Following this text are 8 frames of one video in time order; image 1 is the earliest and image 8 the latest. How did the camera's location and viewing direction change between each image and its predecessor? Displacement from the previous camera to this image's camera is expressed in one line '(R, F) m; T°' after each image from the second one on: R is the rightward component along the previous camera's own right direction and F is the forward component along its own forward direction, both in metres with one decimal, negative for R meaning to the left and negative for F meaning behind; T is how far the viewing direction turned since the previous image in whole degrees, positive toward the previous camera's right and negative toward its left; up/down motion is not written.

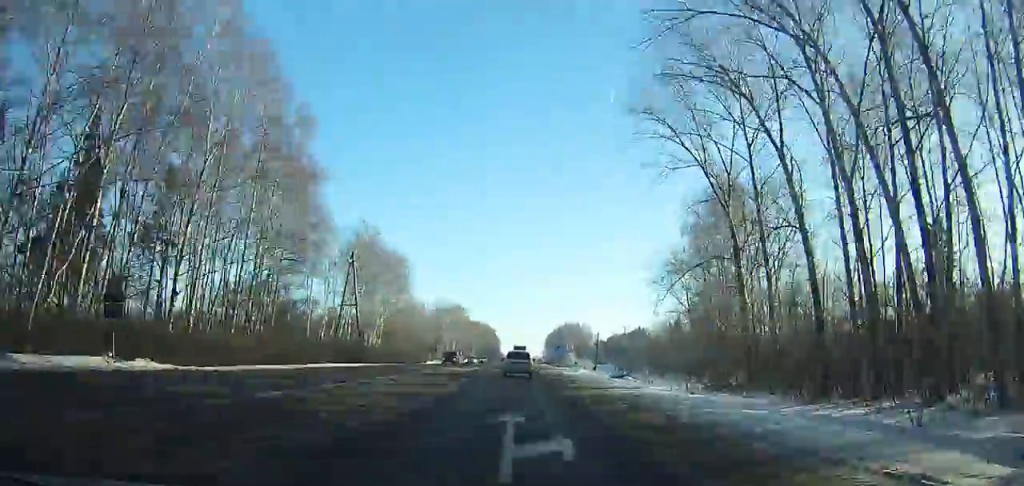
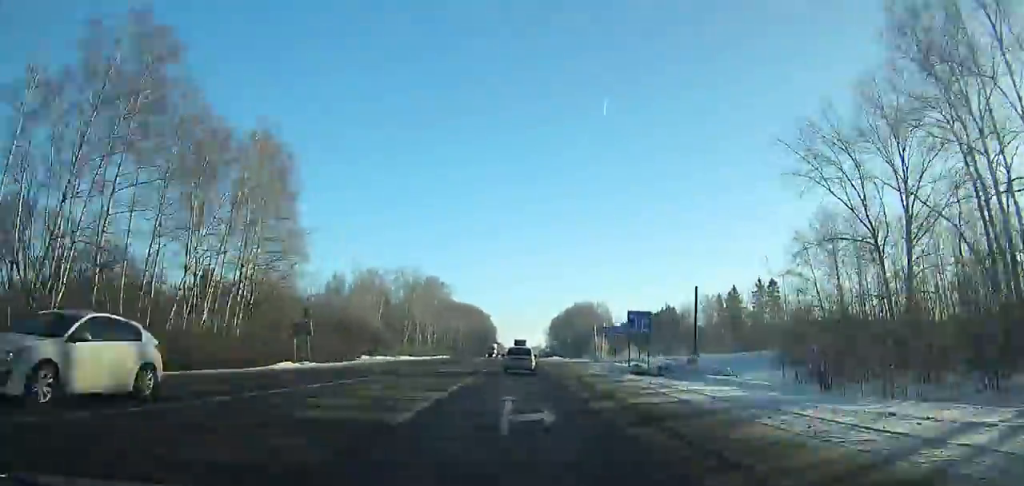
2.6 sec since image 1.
(-0.2, +56.5) m; 0°
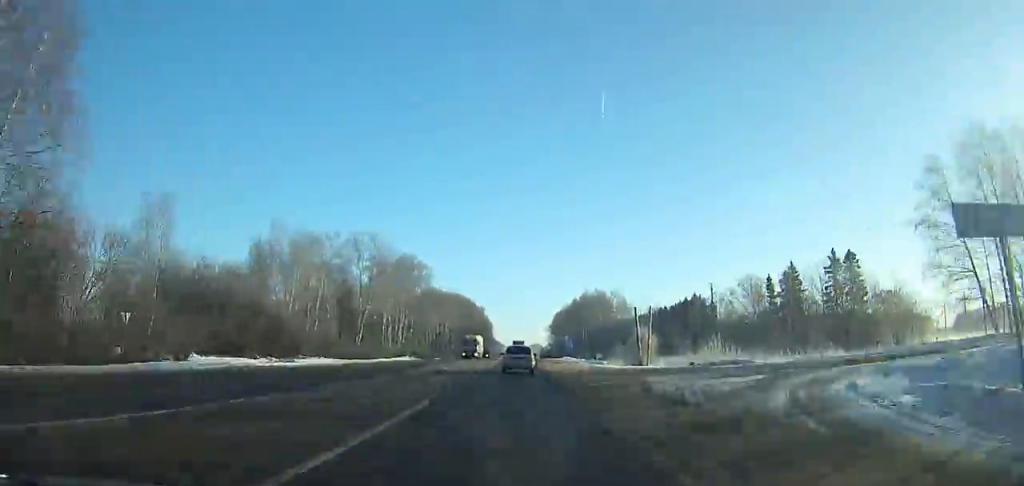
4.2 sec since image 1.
(+0.1, +34.6) m; 0°
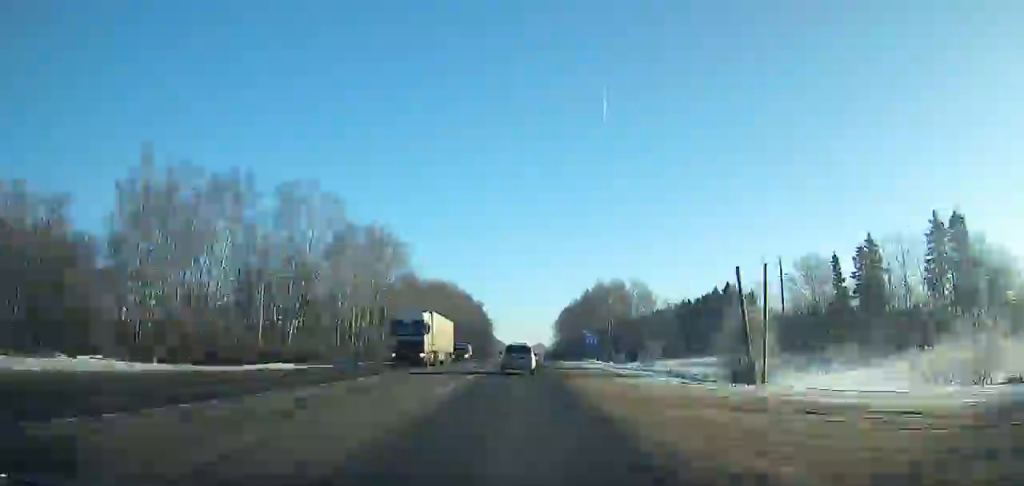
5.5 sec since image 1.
(0.0, +28.1) m; 0°
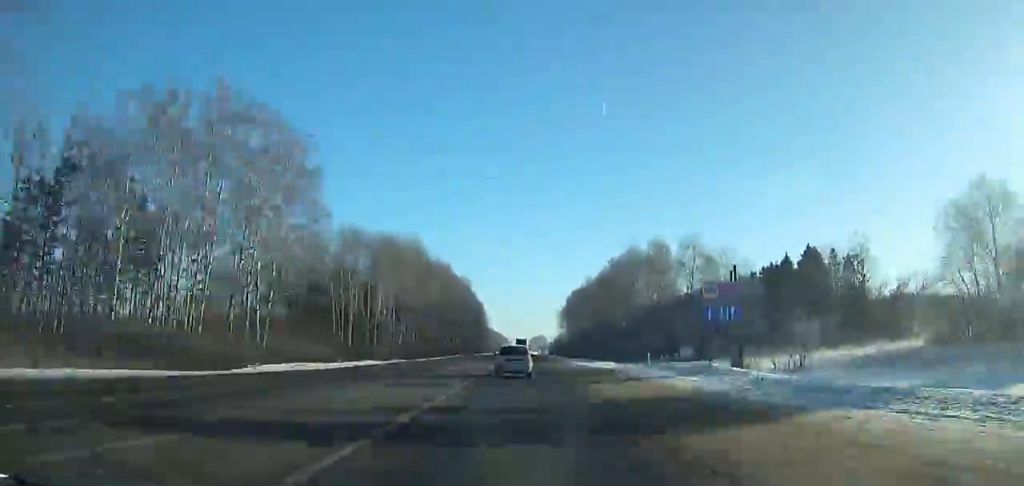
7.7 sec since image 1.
(0.0, +47.4) m; 0°
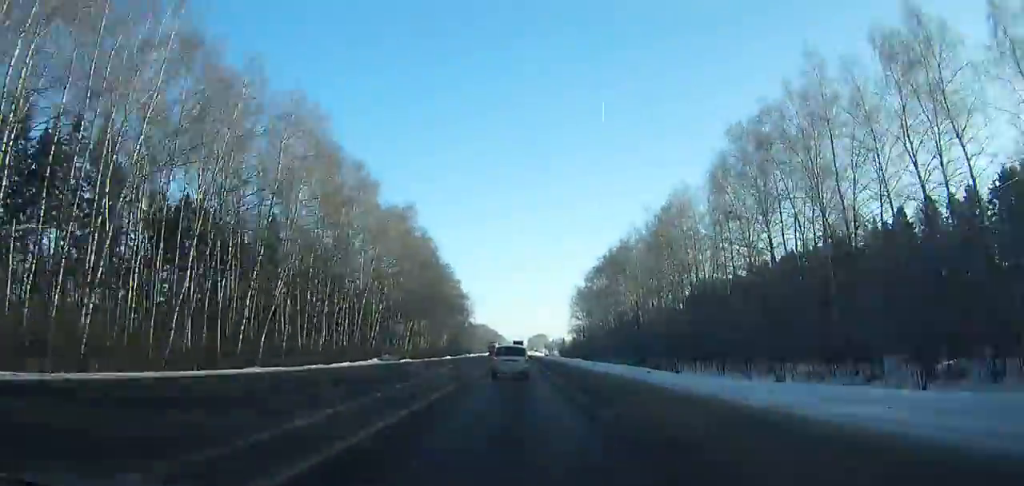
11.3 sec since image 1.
(+0.2, +77.4) m; 0°
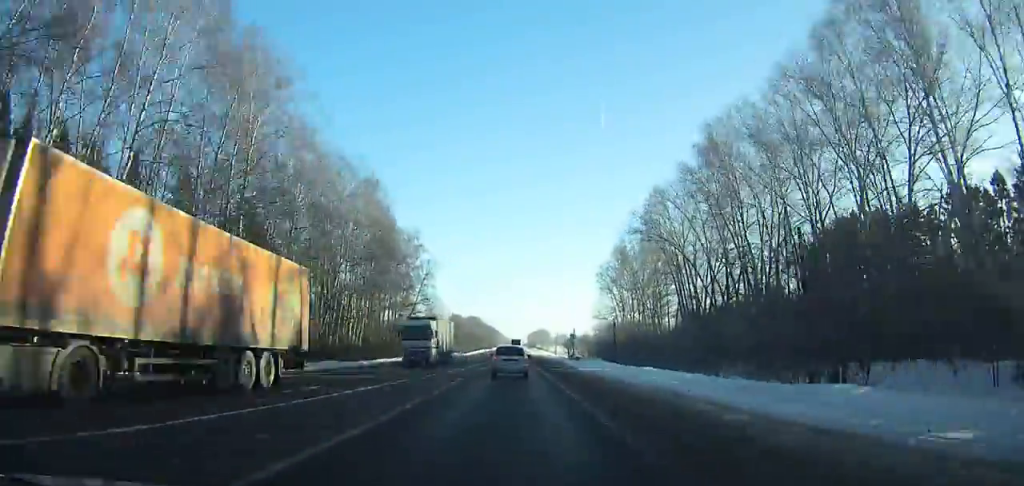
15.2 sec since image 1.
(+0.2, +84.6) m; 0°
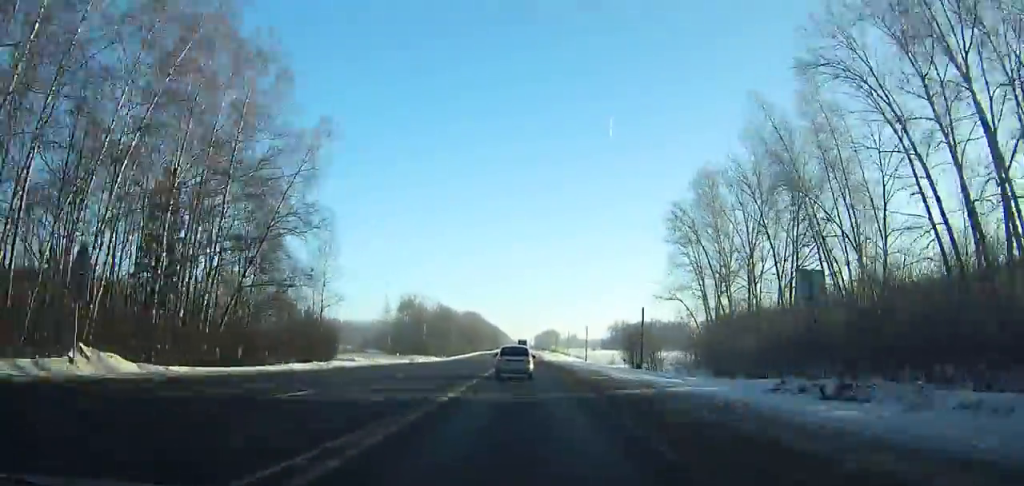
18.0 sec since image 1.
(-0.1, +61.3) m; 0°
